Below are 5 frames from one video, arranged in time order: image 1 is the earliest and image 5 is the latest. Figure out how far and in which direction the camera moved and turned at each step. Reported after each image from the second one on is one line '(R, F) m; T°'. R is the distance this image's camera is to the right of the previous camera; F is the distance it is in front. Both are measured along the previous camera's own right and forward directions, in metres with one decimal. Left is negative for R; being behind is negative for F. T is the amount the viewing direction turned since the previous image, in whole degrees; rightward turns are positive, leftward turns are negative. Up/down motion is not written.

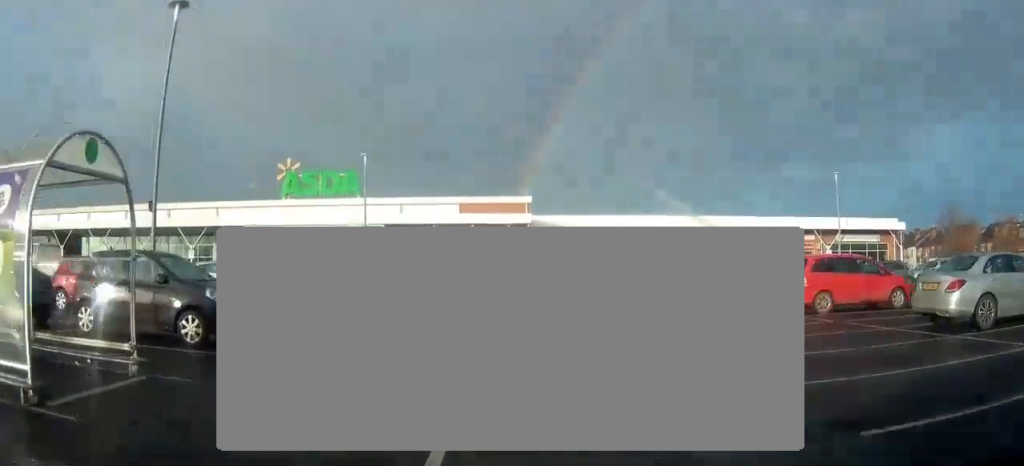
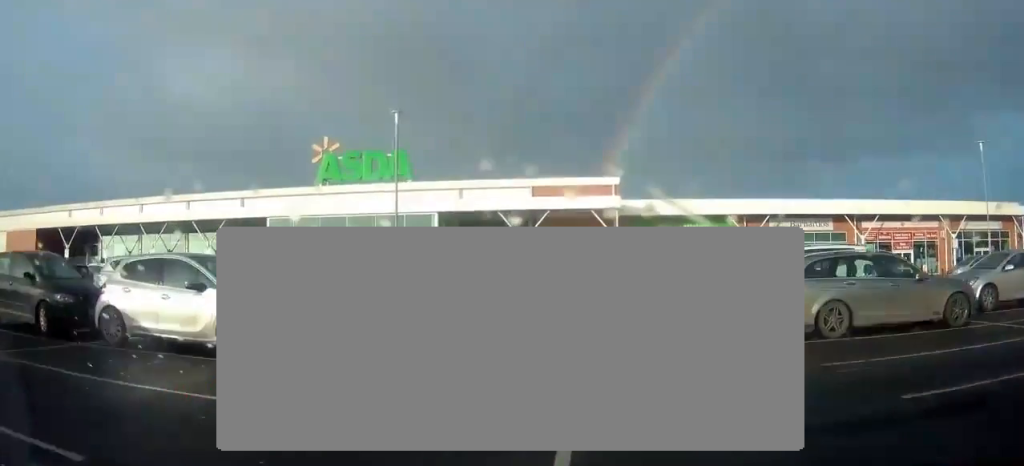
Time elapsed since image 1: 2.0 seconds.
(-0.3, +10.8) m; -10°
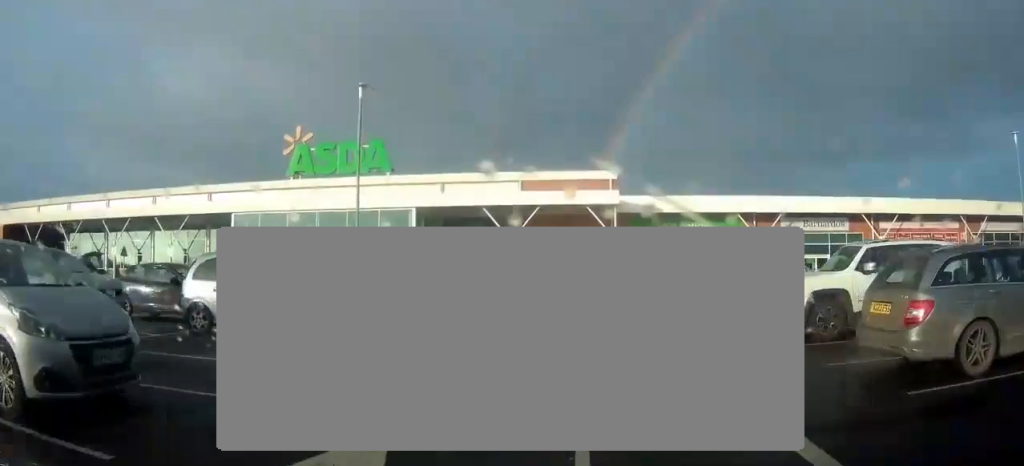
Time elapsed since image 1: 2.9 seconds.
(-0.7, +4.8) m; +1°
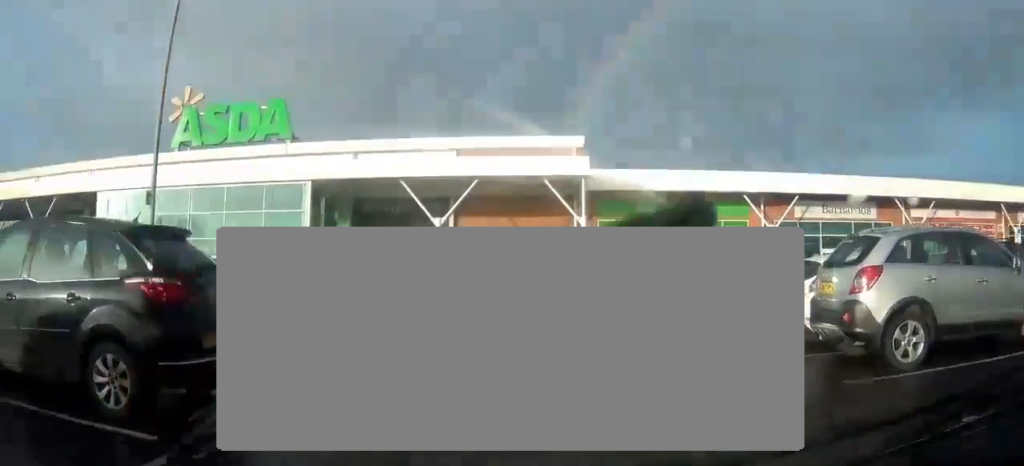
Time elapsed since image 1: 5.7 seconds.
(+2.8, +10.9) m; +31°
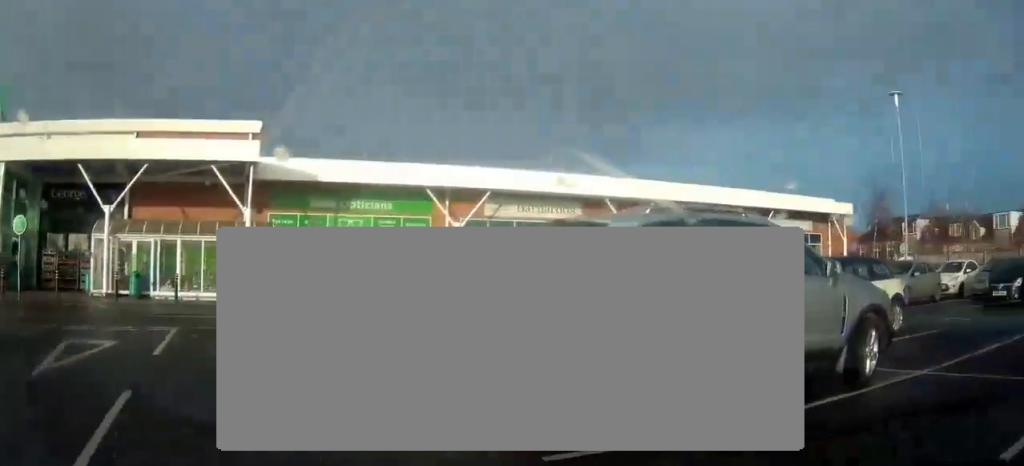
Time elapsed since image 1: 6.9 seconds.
(+0.2, +2.4) m; +20°
